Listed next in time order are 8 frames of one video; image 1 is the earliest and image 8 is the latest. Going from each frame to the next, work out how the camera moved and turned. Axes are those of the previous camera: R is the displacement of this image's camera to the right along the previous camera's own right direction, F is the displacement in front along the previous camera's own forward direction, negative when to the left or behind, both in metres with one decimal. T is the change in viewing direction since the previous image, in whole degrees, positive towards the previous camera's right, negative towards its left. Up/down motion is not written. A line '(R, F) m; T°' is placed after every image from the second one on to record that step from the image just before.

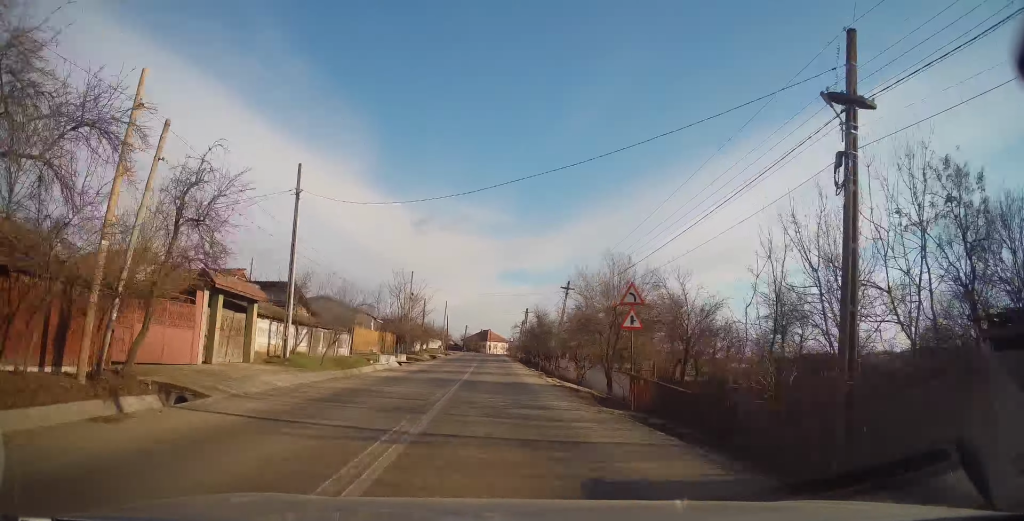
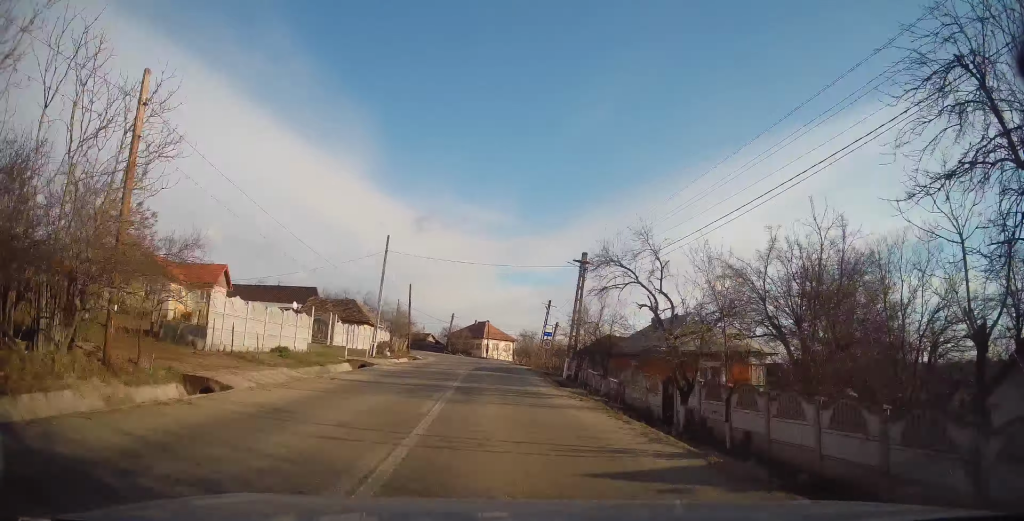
(0.0, +51.0) m; -1°
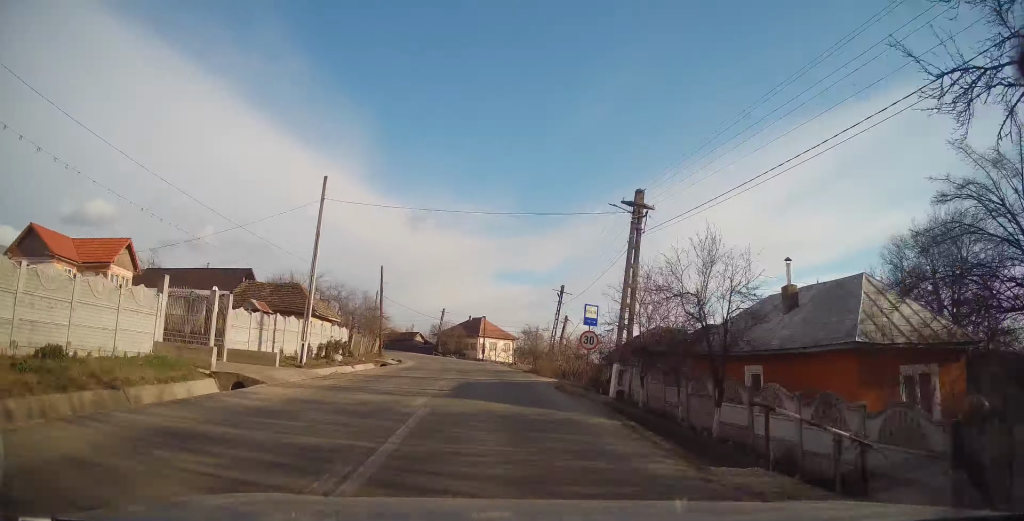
(-0.3, +13.2) m; 0°
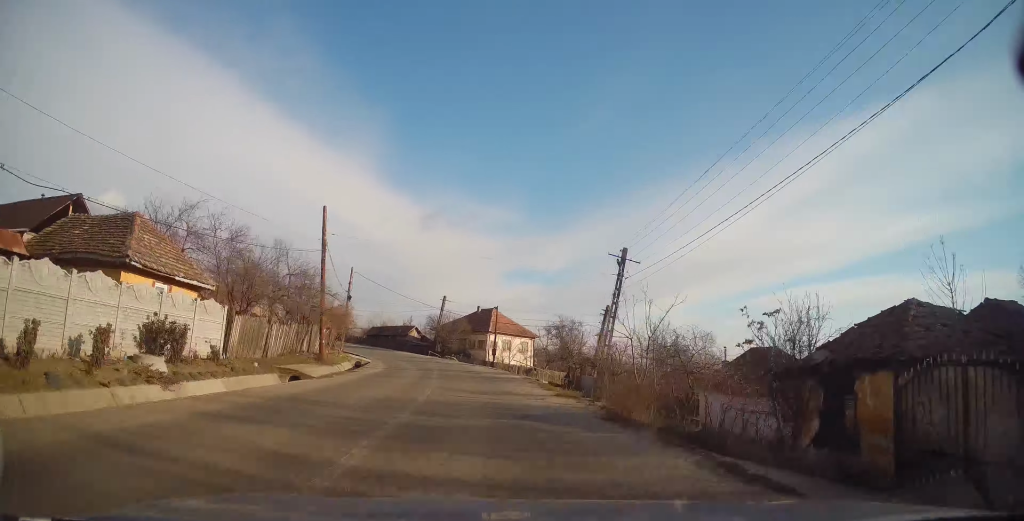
(+0.2, +19.2) m; +1°
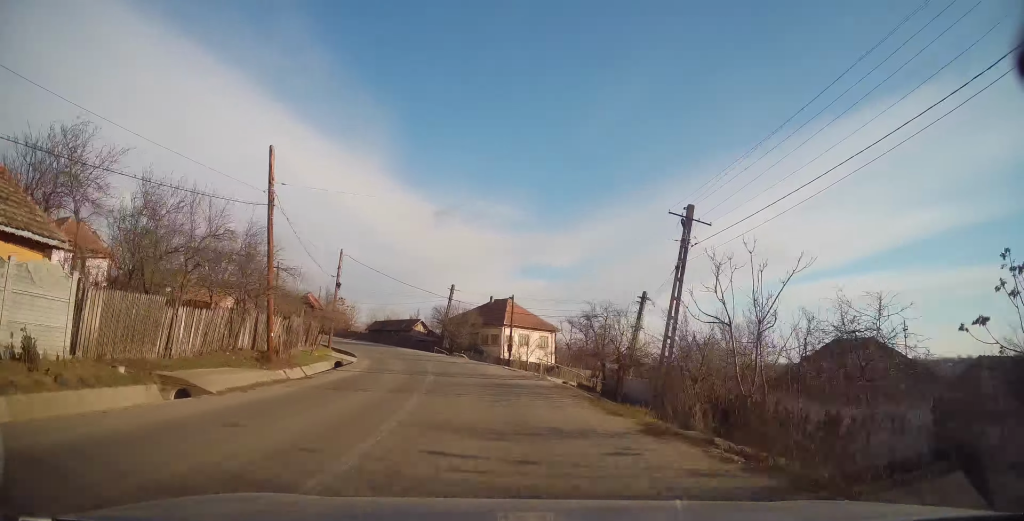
(+0.1, +8.2) m; -1°
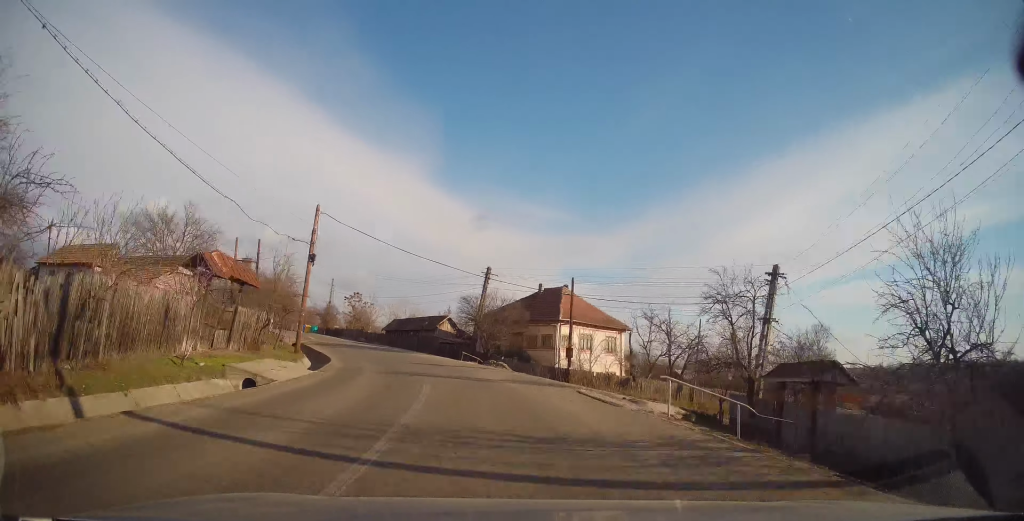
(-0.5, +15.6) m; -5°
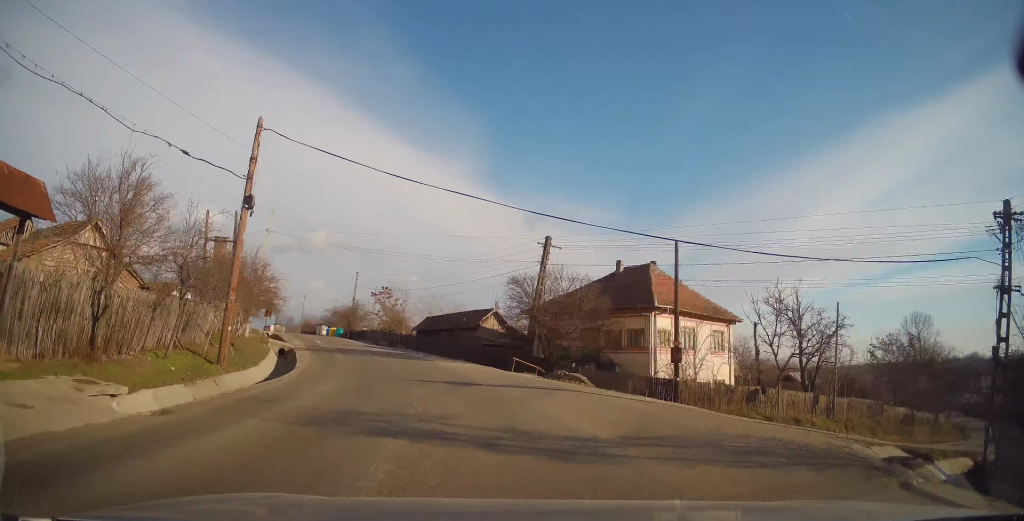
(-0.4, +12.6) m; -6°
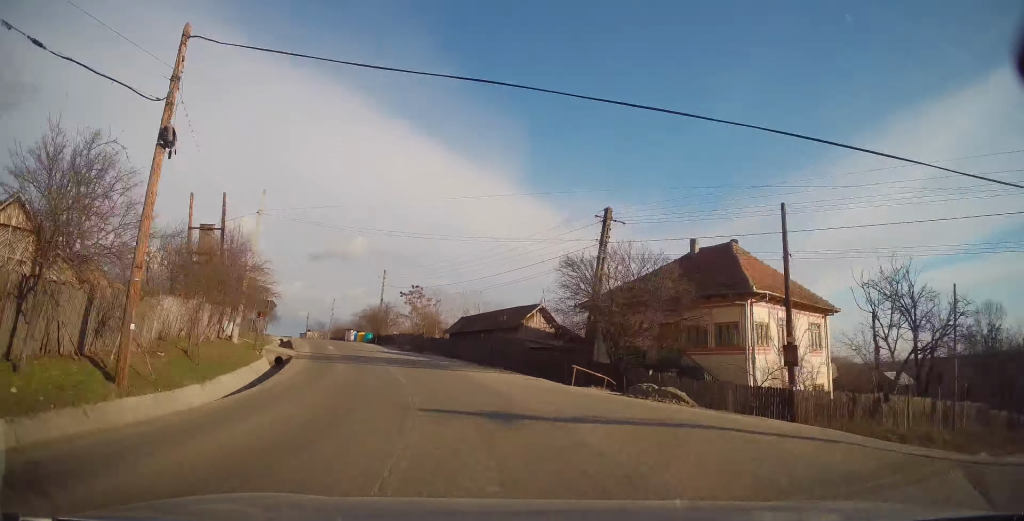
(-0.4, +6.9) m; -4°
